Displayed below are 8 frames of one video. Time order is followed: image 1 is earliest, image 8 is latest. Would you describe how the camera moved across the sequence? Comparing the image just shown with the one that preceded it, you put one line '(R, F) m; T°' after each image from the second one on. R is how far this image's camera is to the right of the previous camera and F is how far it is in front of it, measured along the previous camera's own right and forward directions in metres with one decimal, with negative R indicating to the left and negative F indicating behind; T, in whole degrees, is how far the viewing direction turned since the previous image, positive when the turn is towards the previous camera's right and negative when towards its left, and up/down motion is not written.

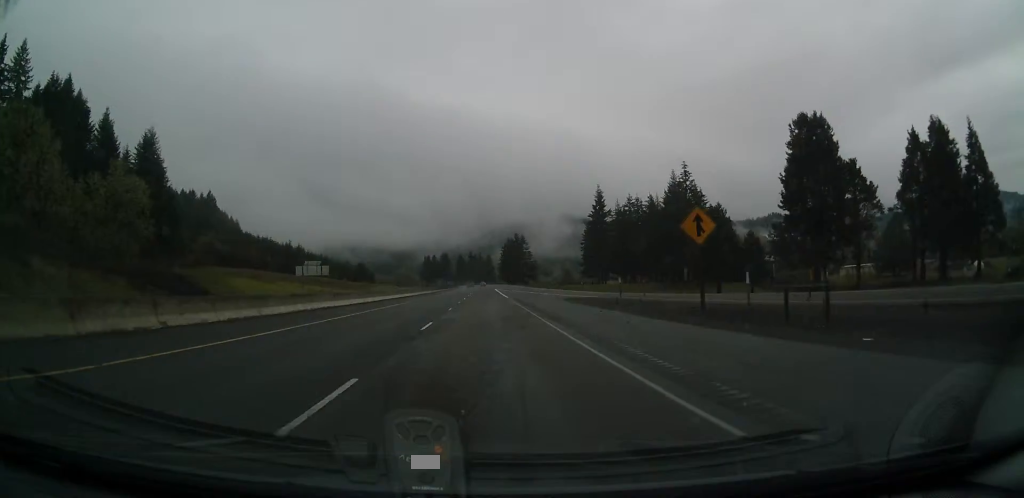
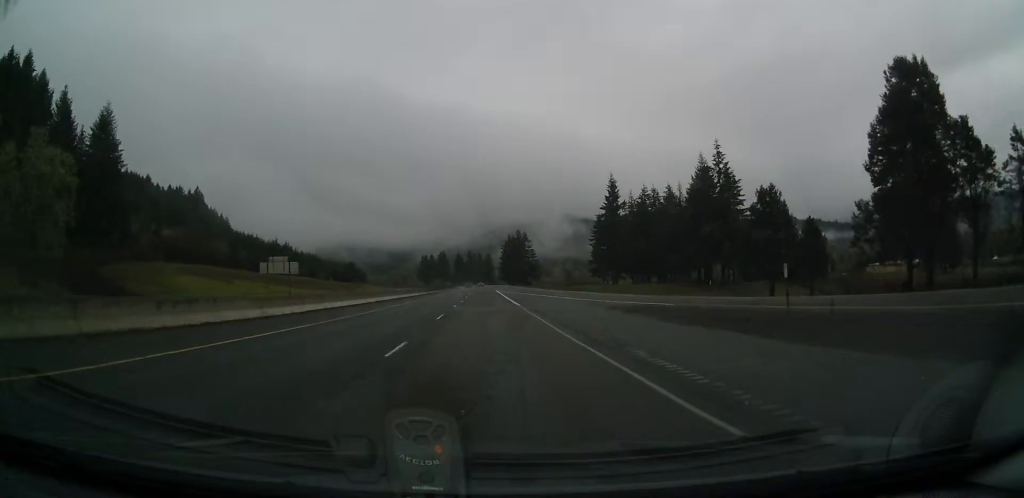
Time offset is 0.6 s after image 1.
(+0.1, +18.7) m; 0°
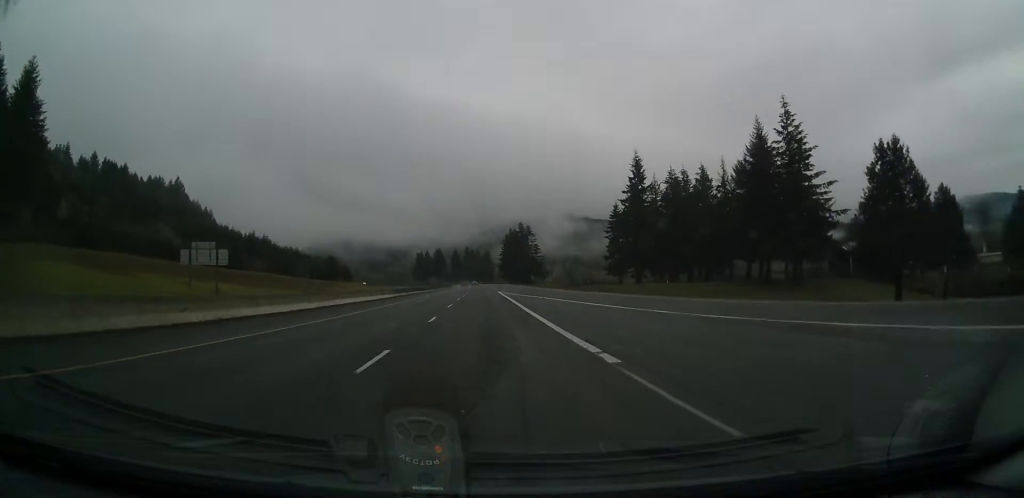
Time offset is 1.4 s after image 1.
(0.0, +26.4) m; 0°
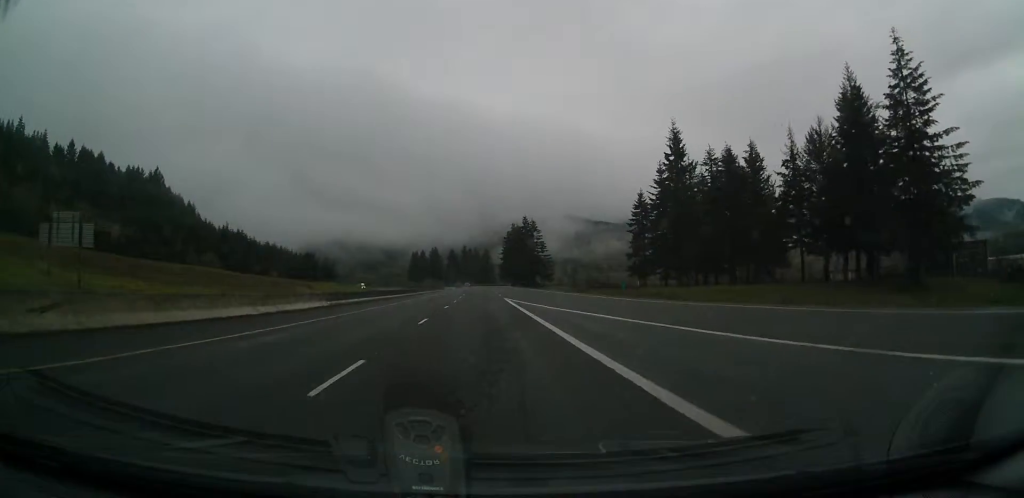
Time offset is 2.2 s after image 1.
(0.0, +26.5) m; 0°
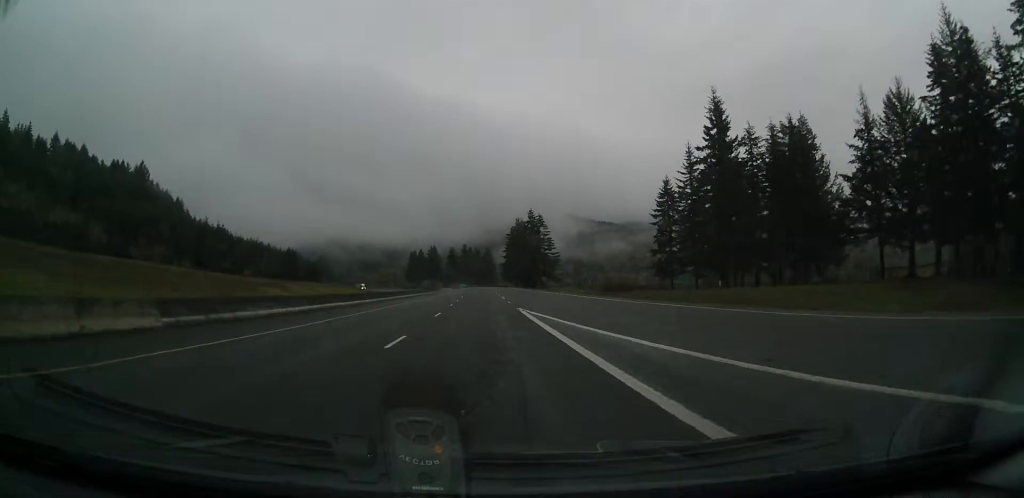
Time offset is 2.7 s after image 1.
(0.0, +18.8) m; 0°
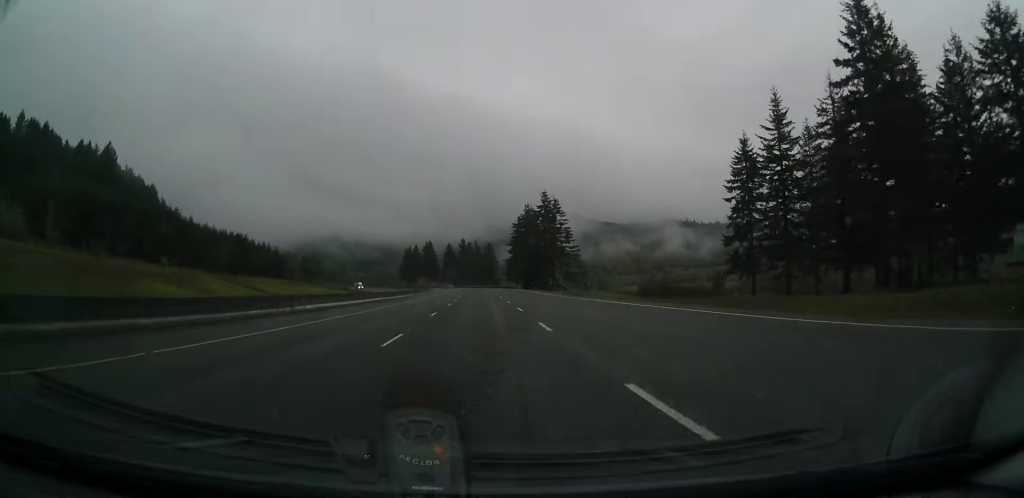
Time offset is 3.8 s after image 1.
(-0.3, +36.4) m; 0°
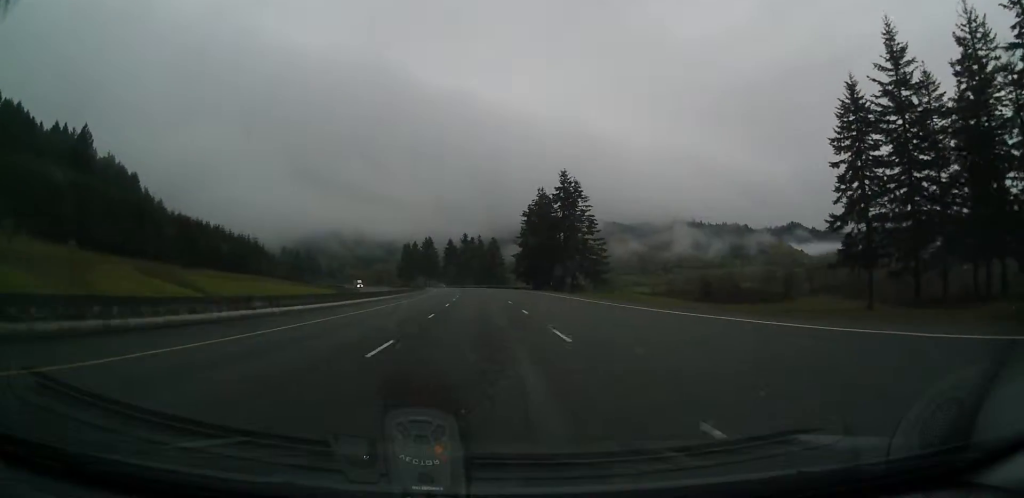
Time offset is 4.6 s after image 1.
(+0.3, +26.4) m; 0°
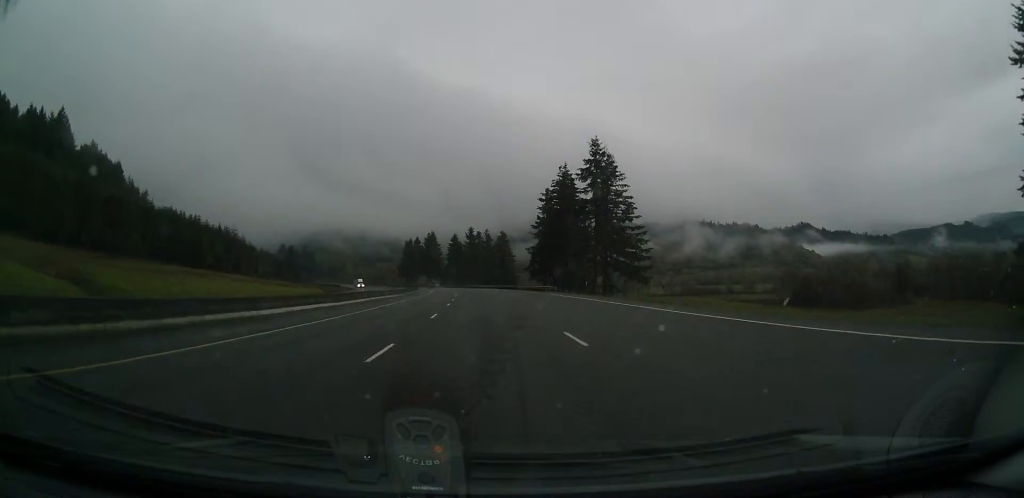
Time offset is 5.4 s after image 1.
(-0.2, +25.3) m; 0°
